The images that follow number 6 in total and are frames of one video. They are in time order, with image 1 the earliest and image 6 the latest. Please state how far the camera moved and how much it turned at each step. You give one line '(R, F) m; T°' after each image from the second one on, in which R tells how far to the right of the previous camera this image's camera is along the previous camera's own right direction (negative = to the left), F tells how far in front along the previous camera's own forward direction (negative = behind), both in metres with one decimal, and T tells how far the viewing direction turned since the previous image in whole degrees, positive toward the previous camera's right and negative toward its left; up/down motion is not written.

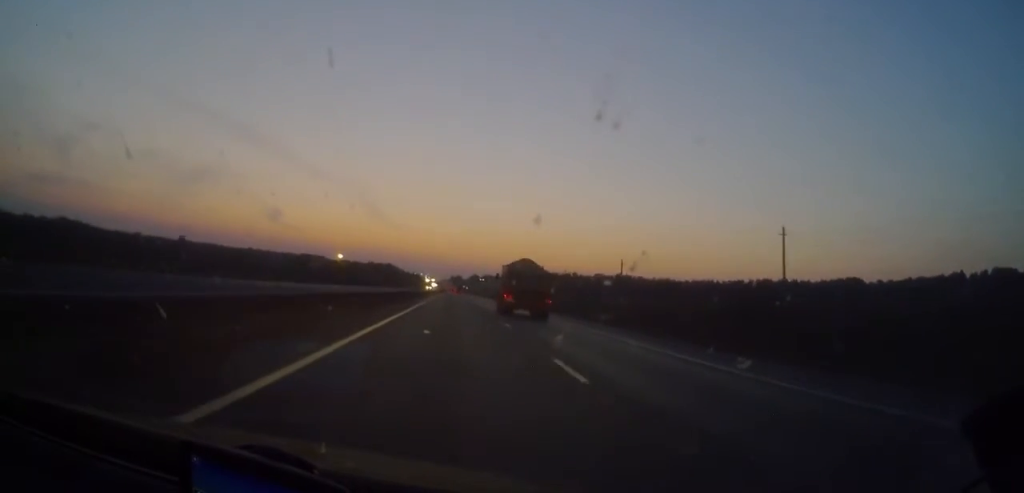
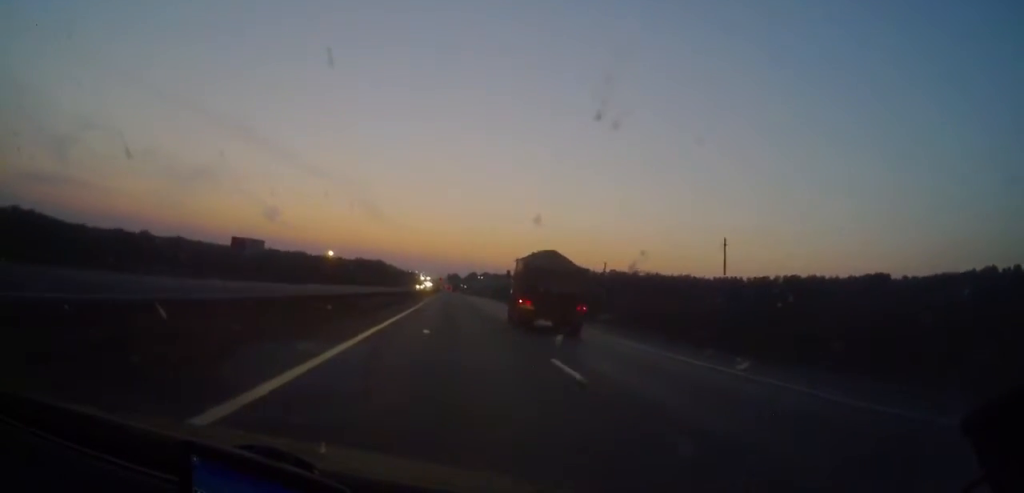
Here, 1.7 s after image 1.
(+0.3, +46.8) m; 0°
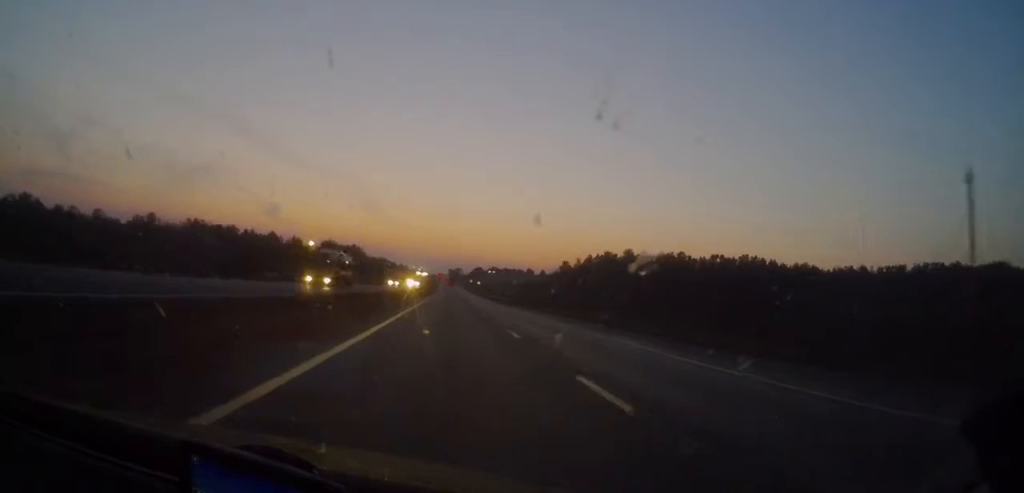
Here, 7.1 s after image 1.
(-0.1, +150.4) m; 0°
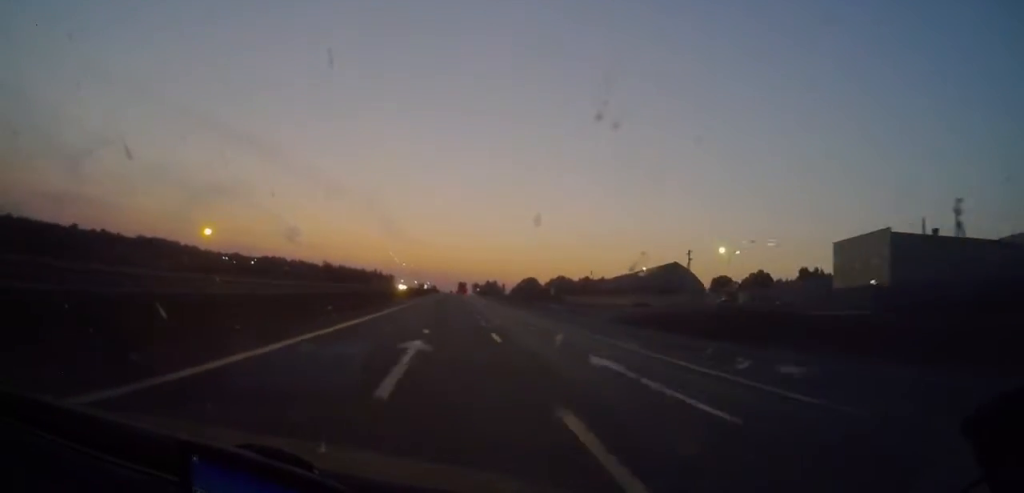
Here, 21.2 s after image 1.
(-6.6, +411.4) m; -2°
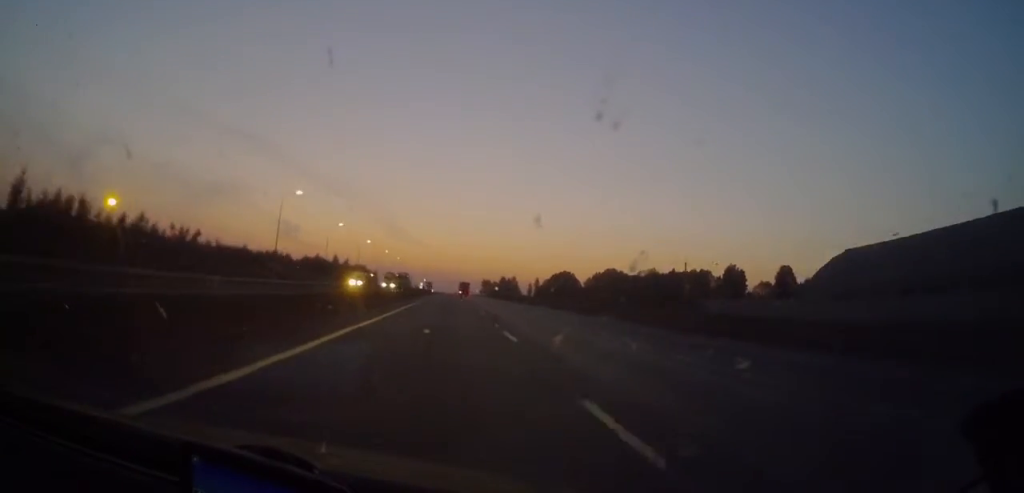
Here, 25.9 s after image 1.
(-0.2, +127.1) m; 0°
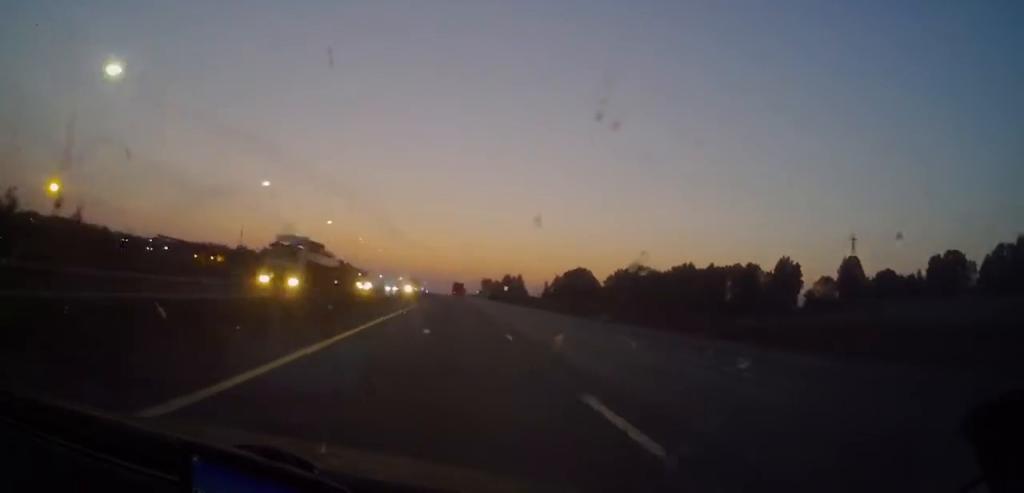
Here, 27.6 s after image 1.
(-0.1, +47.0) m; 0°
